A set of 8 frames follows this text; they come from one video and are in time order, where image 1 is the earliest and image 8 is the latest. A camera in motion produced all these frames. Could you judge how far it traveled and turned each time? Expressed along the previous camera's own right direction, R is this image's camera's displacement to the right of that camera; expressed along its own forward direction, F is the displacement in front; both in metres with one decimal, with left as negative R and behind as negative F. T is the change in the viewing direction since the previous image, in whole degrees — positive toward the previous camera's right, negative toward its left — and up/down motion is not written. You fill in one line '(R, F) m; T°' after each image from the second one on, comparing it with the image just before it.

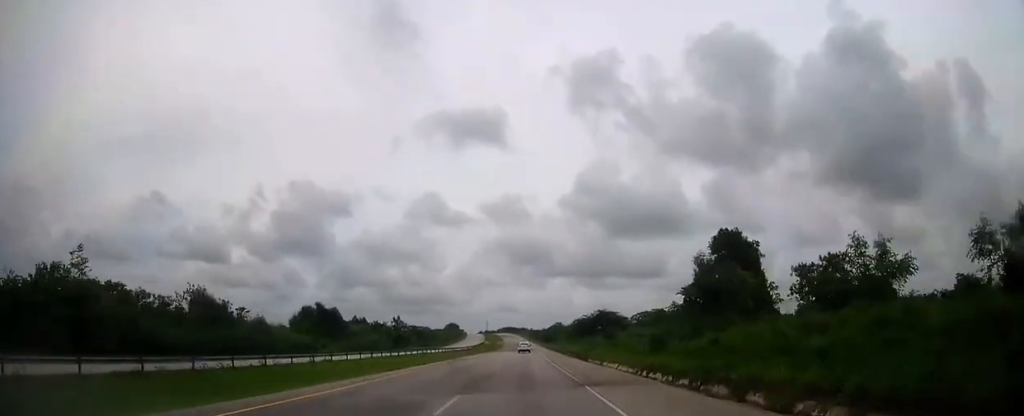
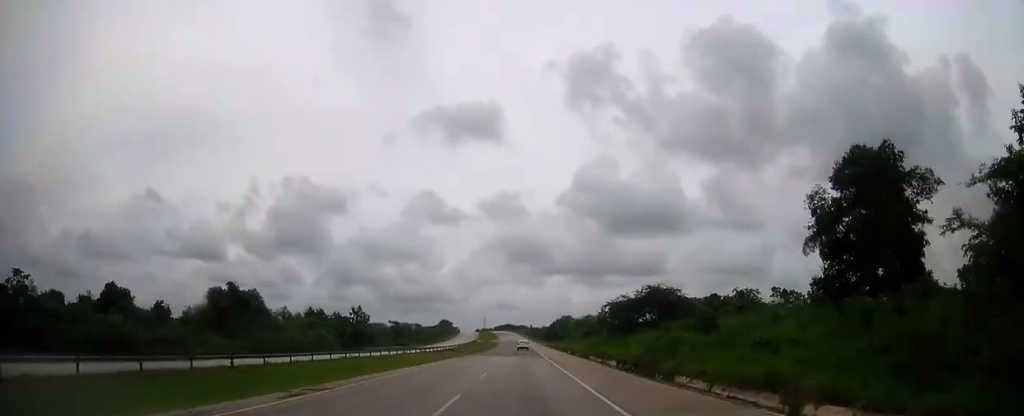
(+0.1, +36.9) m; 0°
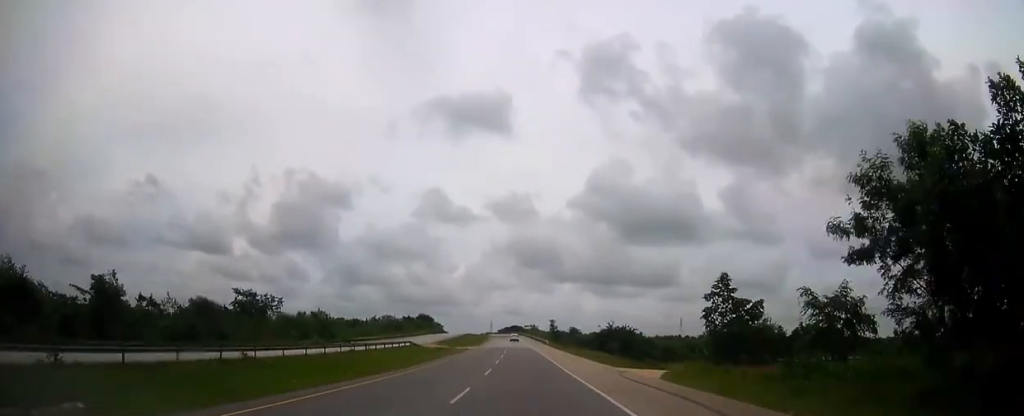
(-0.8, +129.1) m; -1°
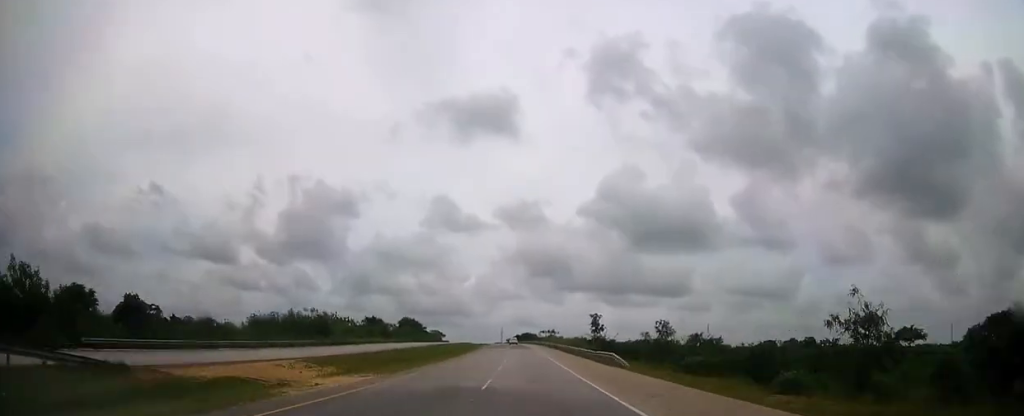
(-0.5, +66.8) m; -1°
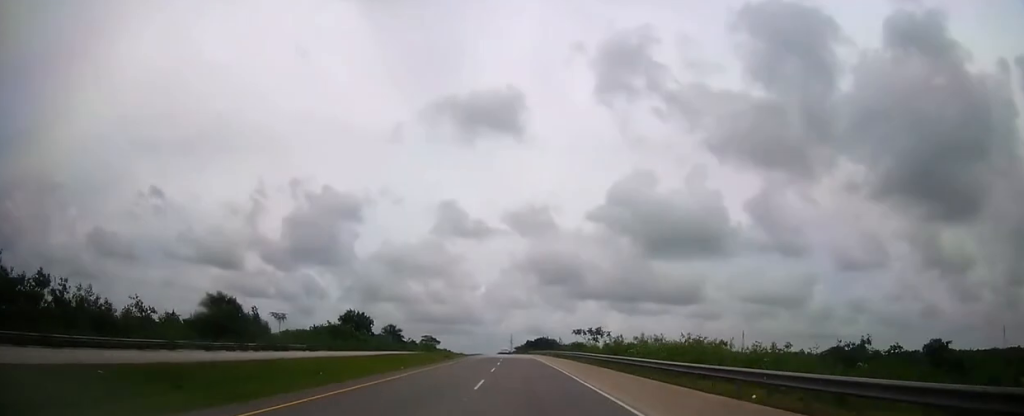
(-0.9, +84.2) m; -1°
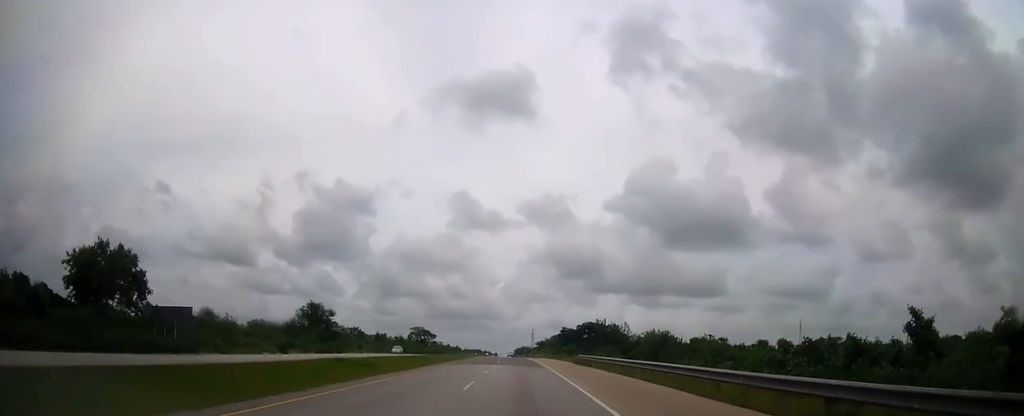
(-1.3, +95.7) m; -2°
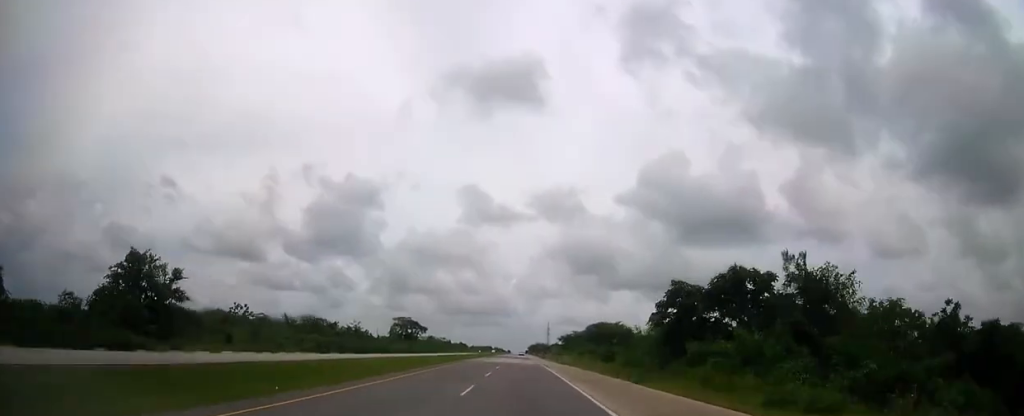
(-1.0, +62.3) m; -1°
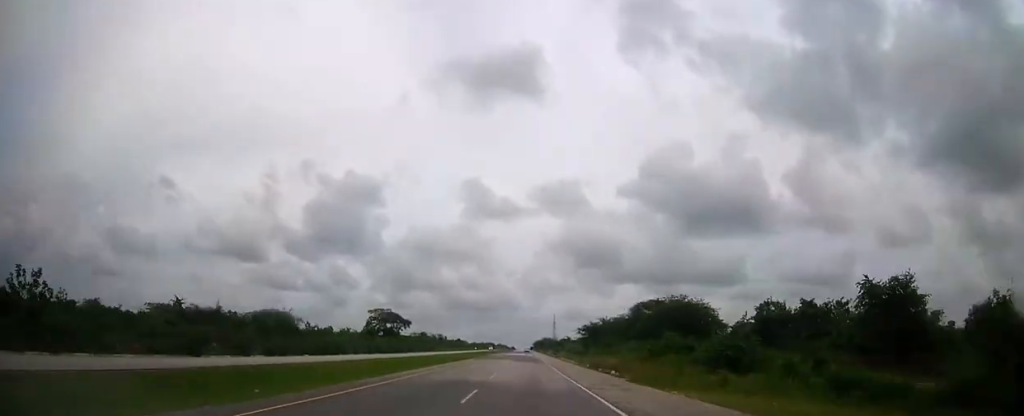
(-0.2, +38.9) m; 0°
